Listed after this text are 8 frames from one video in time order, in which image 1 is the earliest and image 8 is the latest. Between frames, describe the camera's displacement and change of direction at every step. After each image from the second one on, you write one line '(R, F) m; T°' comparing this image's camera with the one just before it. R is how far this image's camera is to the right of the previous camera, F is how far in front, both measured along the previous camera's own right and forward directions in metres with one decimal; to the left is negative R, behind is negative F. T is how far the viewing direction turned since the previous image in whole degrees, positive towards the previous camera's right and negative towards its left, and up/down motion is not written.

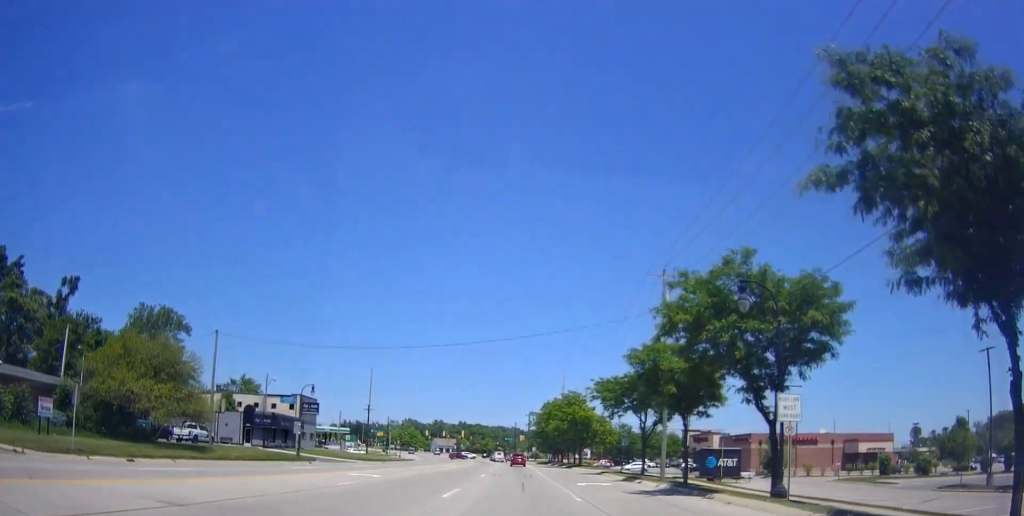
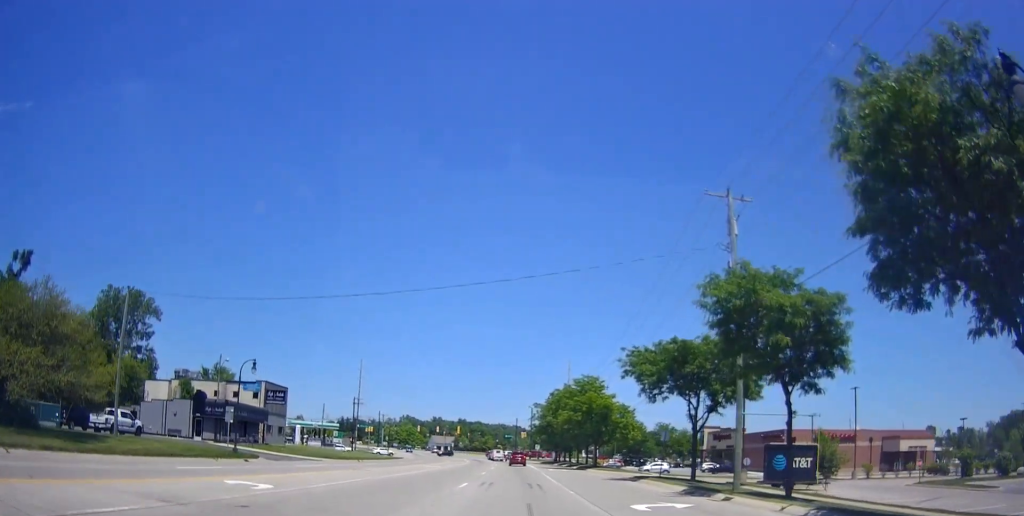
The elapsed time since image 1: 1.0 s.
(-1.3, +13.5) m; +2°
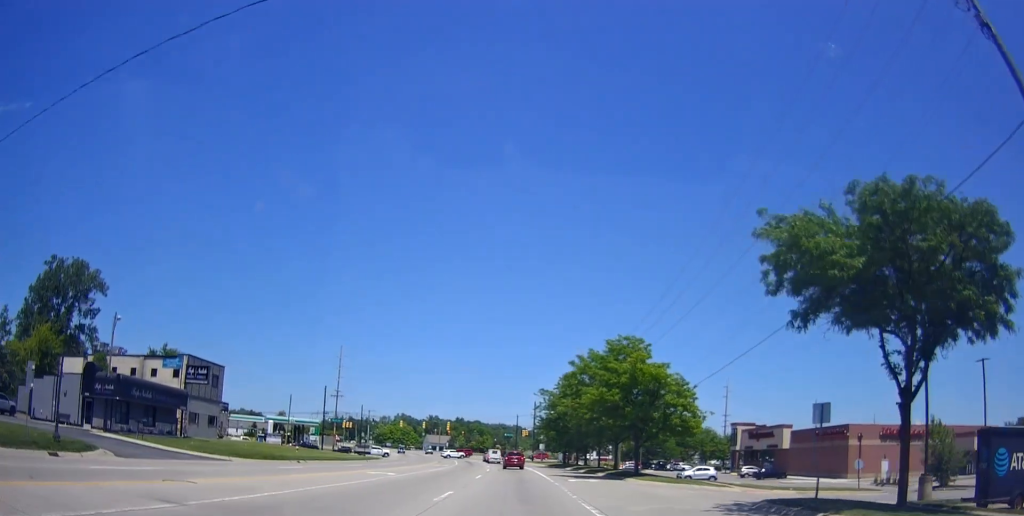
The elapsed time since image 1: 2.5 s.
(+2.0, +18.8) m; +3°
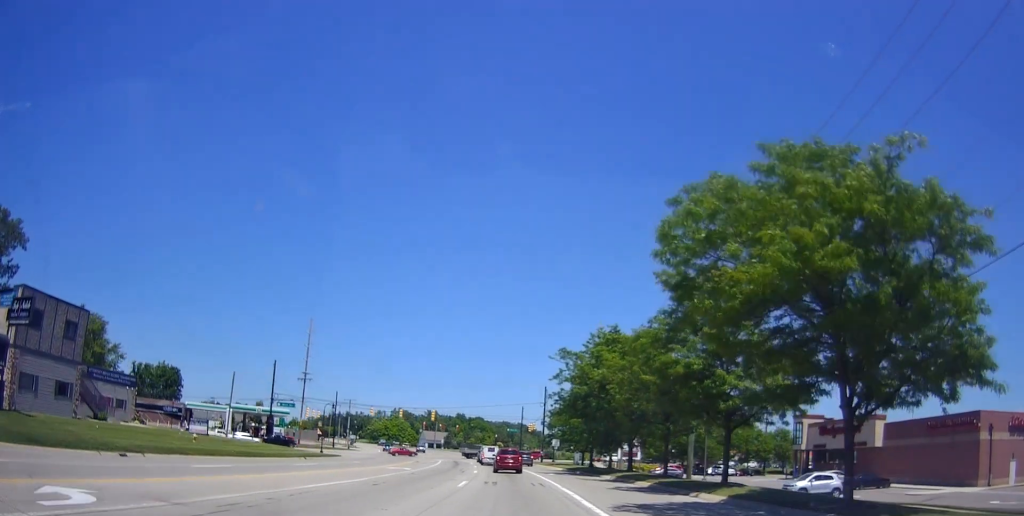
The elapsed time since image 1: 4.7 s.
(-1.5, +24.3) m; -6°
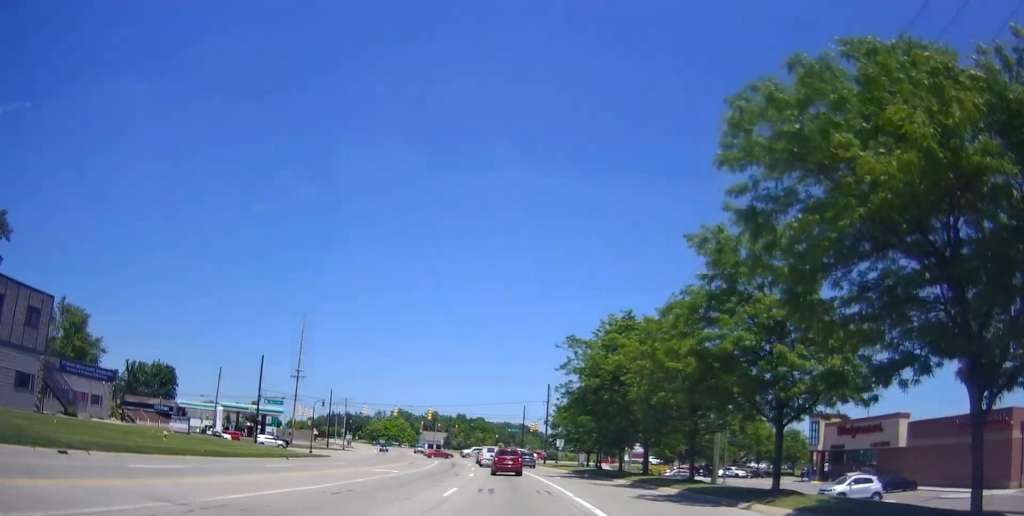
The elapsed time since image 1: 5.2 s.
(0.0, +4.7) m; -1°
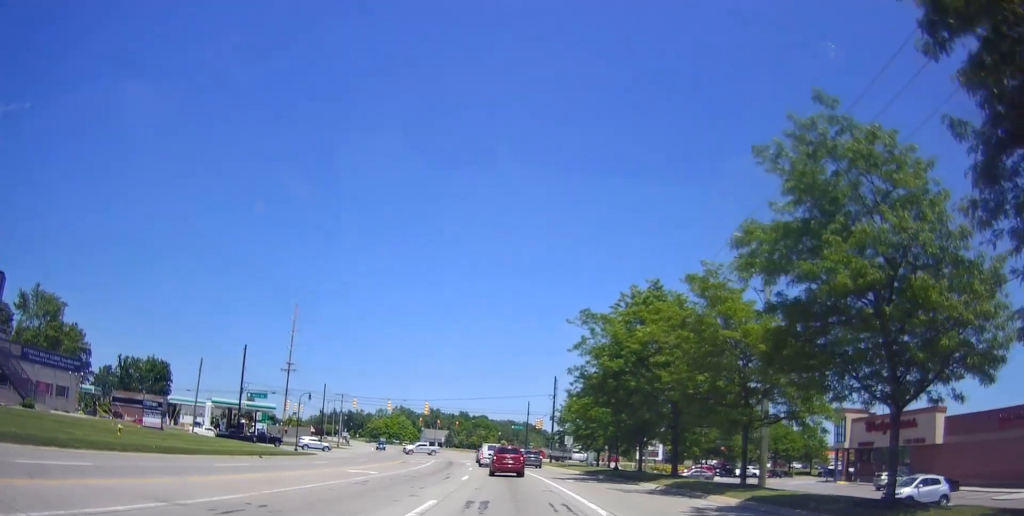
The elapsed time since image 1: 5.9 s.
(+0.1, +6.6) m; -1°
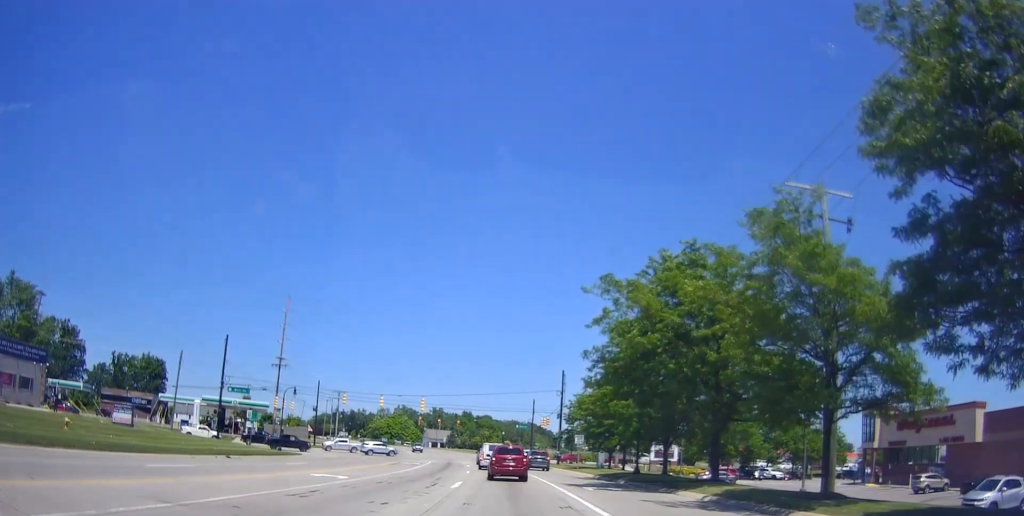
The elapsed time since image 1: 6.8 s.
(-0.2, +6.4) m; -1°
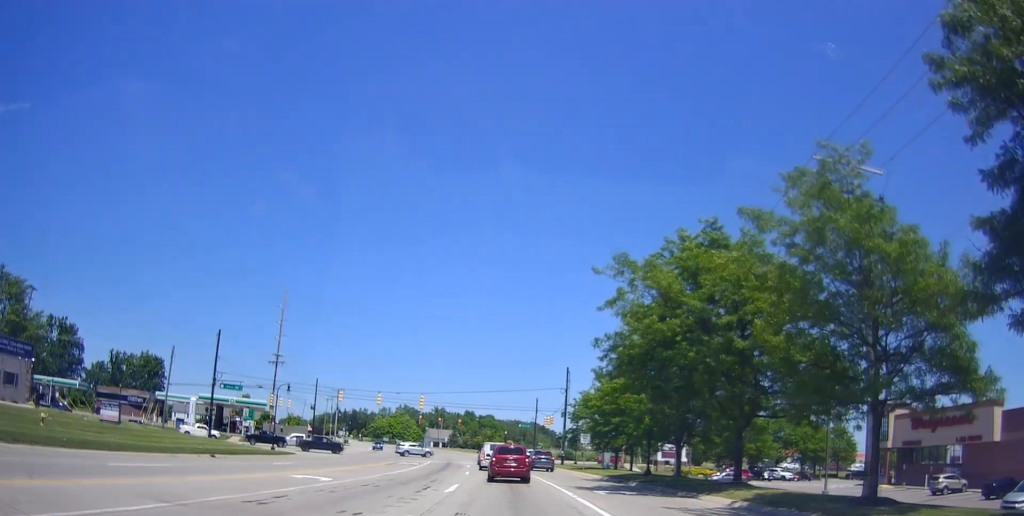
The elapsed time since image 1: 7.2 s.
(0.0, +2.8) m; -1°
